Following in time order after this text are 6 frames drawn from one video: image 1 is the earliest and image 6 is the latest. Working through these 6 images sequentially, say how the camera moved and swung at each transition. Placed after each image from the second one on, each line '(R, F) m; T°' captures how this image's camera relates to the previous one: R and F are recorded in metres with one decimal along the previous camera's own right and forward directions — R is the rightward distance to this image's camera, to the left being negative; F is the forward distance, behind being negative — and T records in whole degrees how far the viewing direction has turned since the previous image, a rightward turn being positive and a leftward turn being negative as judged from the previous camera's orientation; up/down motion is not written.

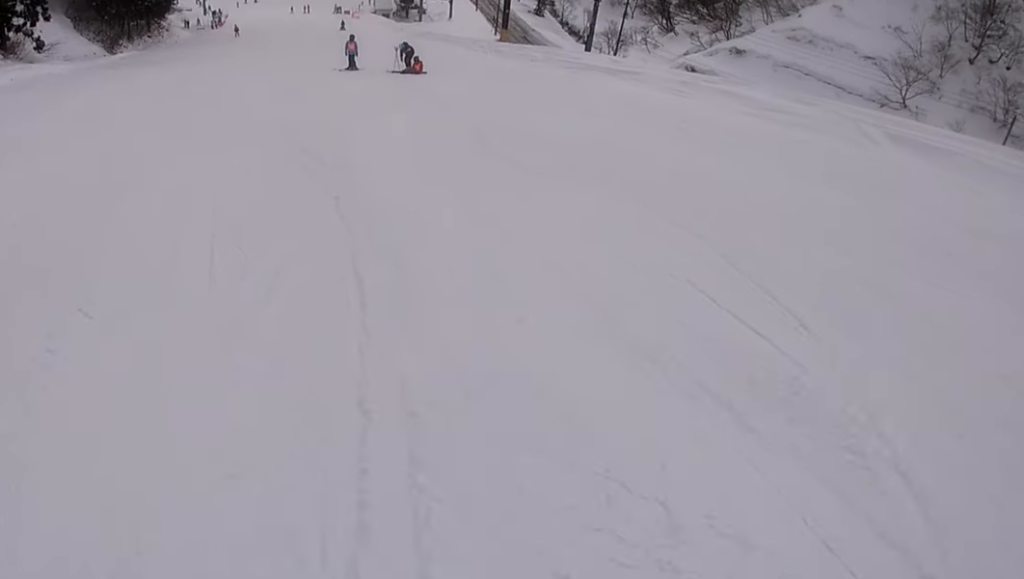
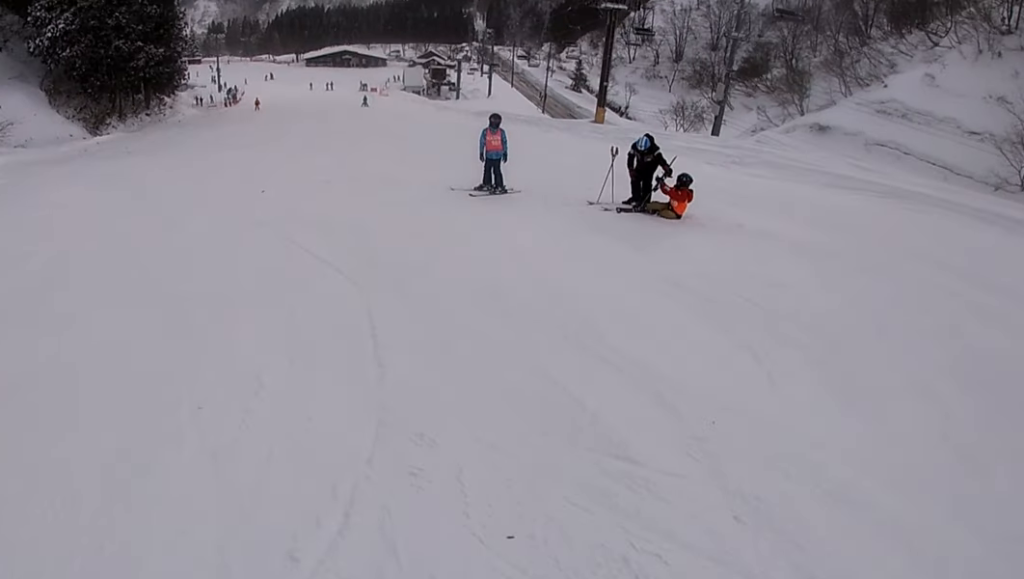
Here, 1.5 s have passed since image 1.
(-0.7, +16.5) m; +1°
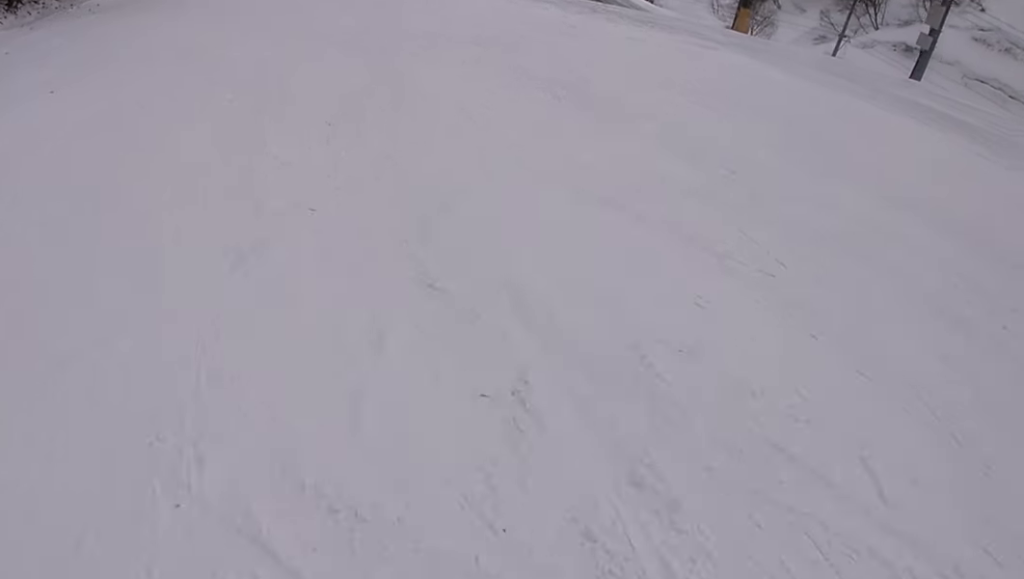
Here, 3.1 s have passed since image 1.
(-0.3, +16.9) m; -7°
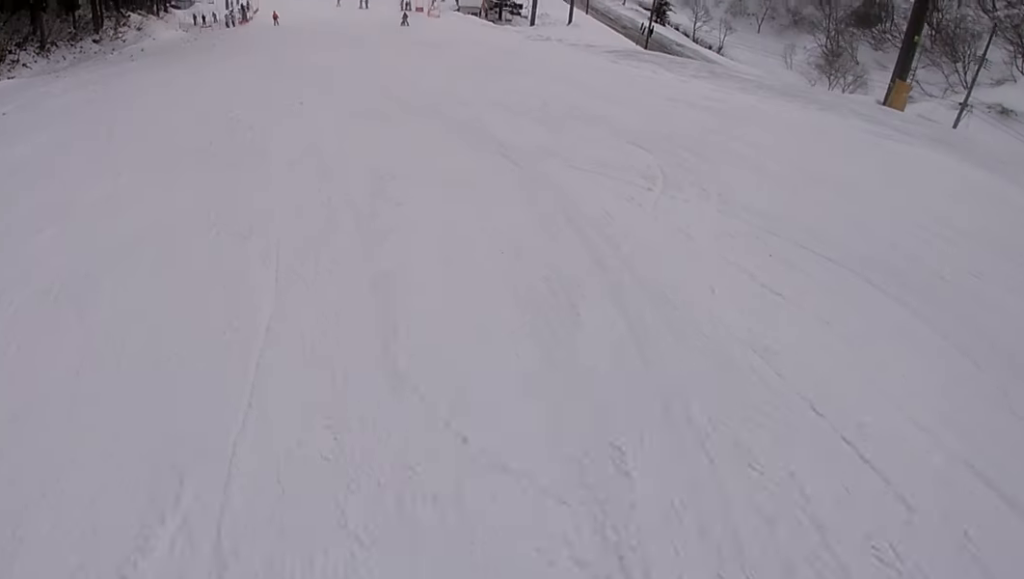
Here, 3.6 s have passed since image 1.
(-0.2, +6.1) m; +3°
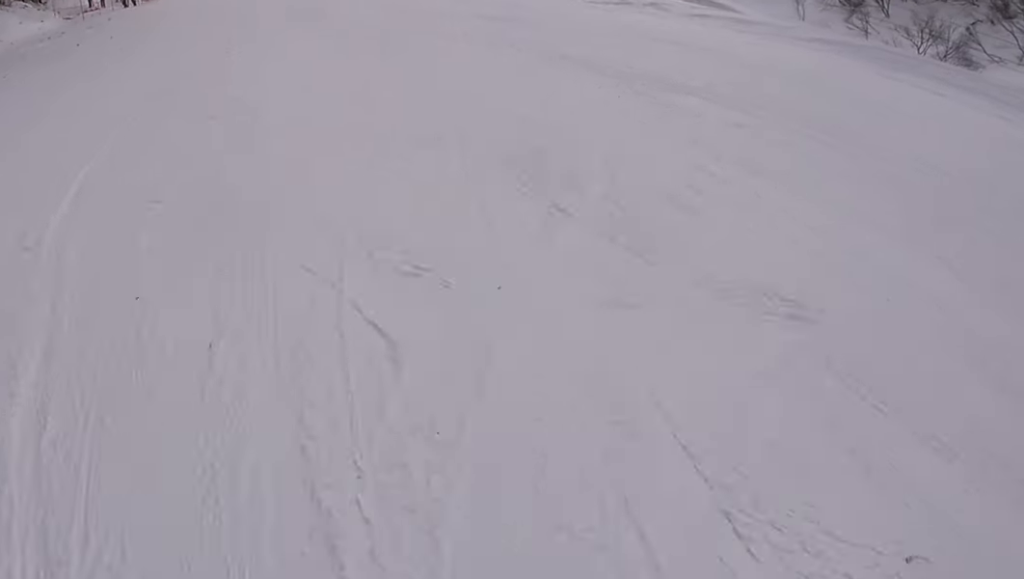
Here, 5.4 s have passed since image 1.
(+2.3, +19.1) m; +9°
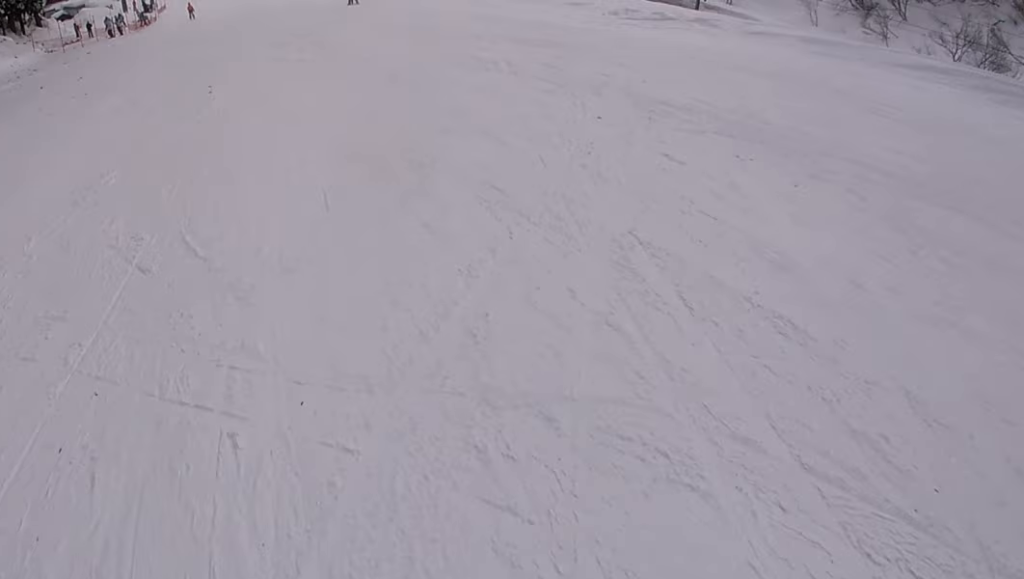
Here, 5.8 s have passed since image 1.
(+0.2, +4.3) m; -2°
